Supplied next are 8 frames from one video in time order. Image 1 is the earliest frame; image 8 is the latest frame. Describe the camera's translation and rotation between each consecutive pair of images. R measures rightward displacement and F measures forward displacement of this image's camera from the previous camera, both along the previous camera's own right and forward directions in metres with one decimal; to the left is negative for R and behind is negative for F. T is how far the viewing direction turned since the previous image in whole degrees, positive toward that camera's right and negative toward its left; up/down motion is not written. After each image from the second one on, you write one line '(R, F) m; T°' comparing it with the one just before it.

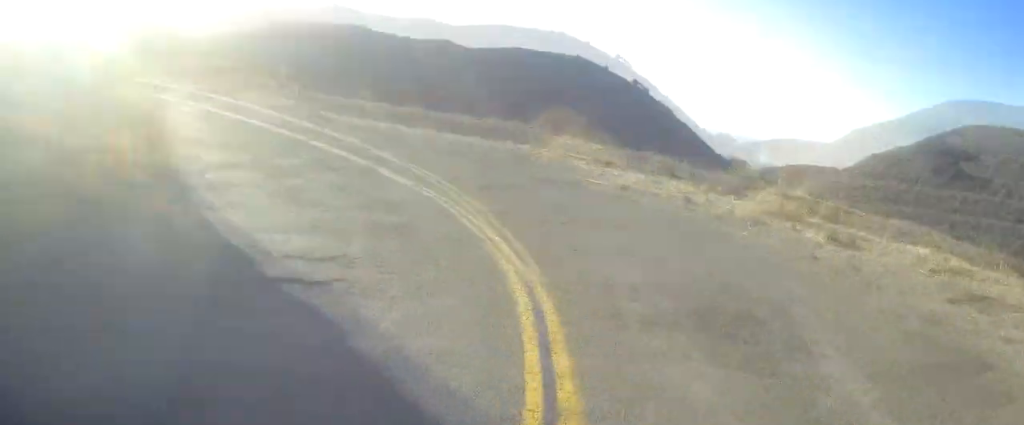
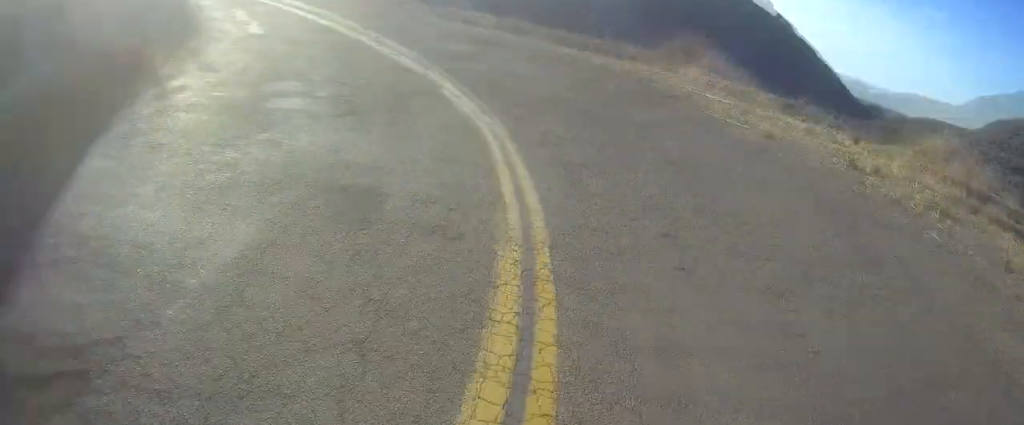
(-0.1, +4.3) m; -8°
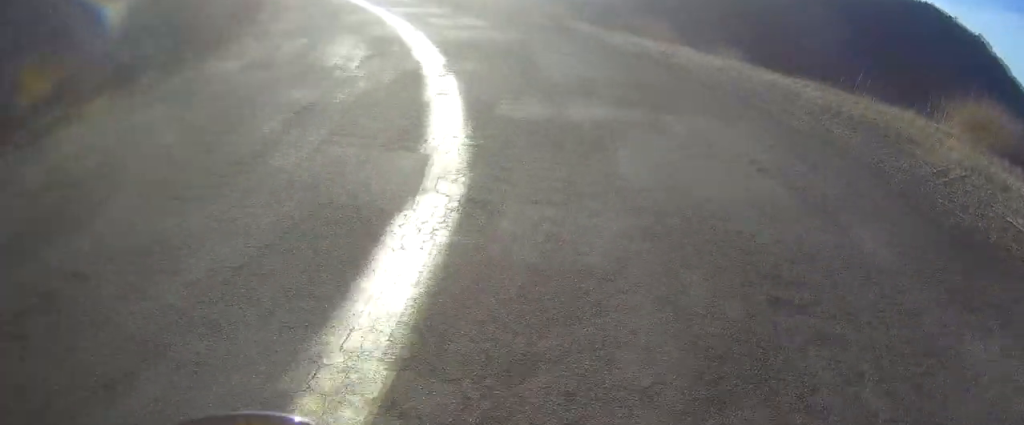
(-1.0, +7.0) m; -21°
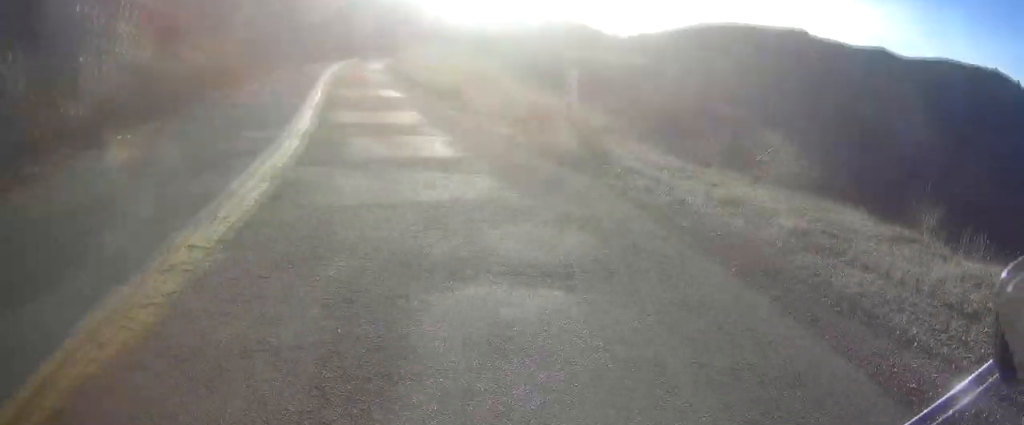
(-2.0, +7.0) m; -22°
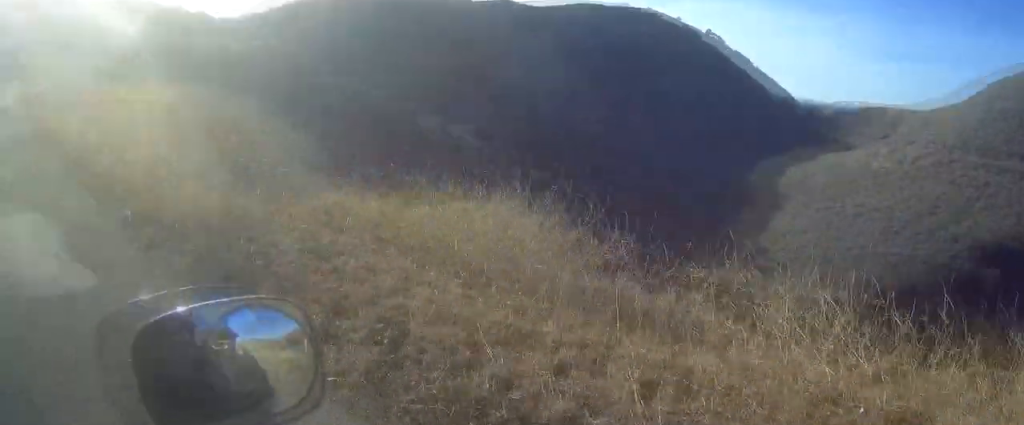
(-3.8, +13.5) m; -25°
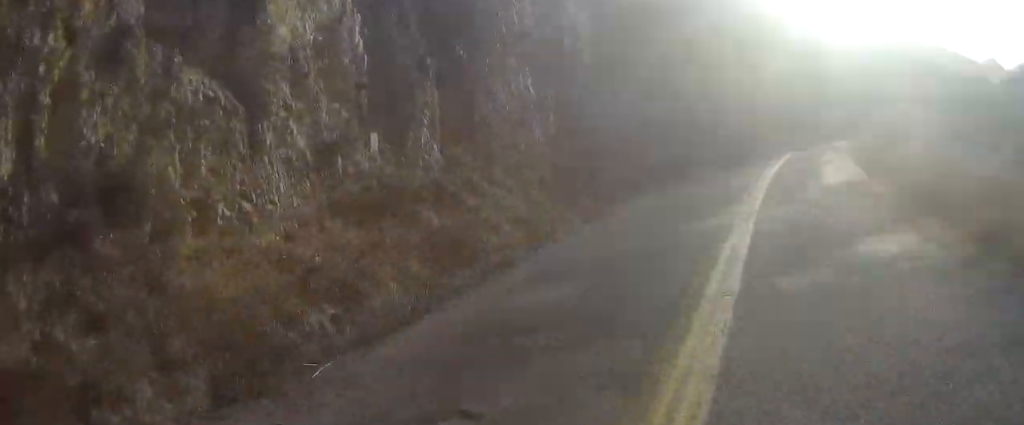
(-0.4, +9.0) m; 0°
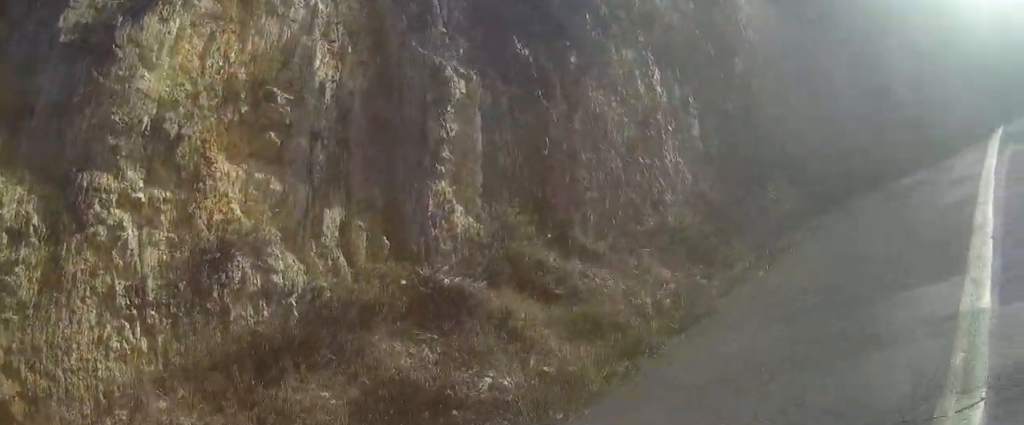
(+0.3, +8.0) m; +4°
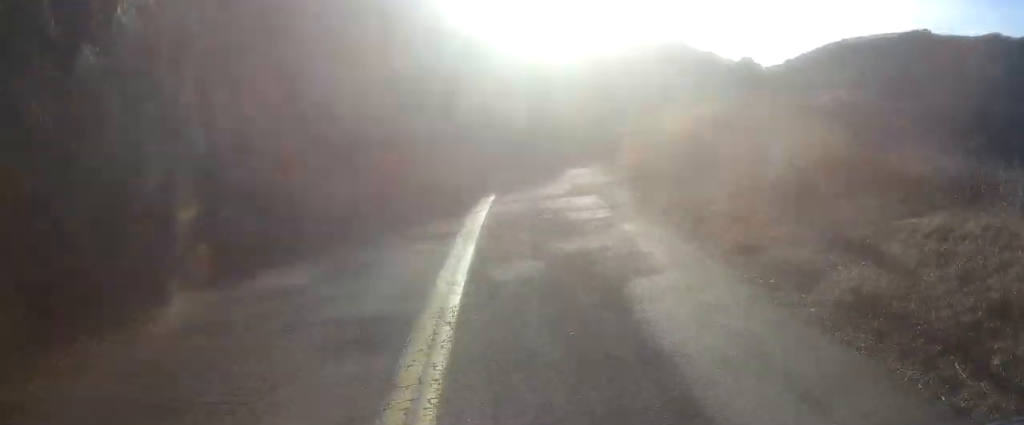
(+0.2, +7.4) m; +6°
